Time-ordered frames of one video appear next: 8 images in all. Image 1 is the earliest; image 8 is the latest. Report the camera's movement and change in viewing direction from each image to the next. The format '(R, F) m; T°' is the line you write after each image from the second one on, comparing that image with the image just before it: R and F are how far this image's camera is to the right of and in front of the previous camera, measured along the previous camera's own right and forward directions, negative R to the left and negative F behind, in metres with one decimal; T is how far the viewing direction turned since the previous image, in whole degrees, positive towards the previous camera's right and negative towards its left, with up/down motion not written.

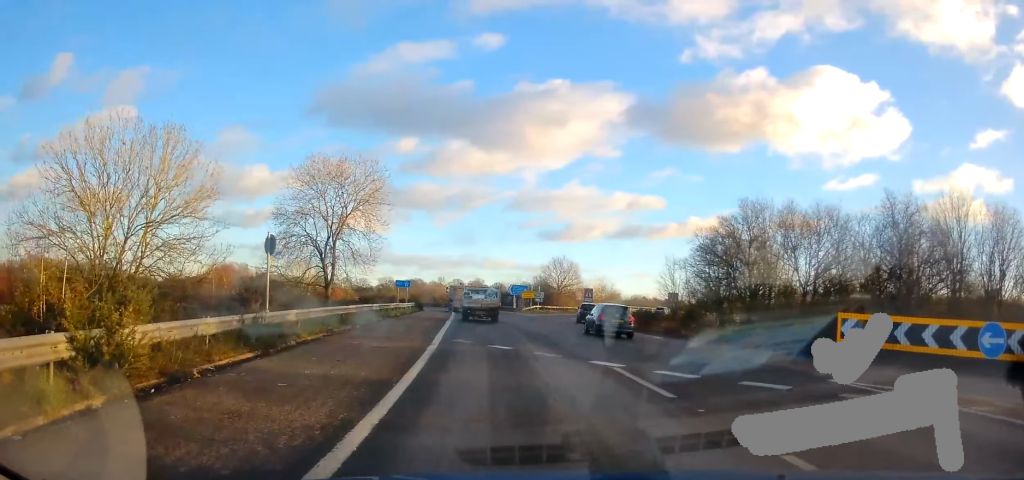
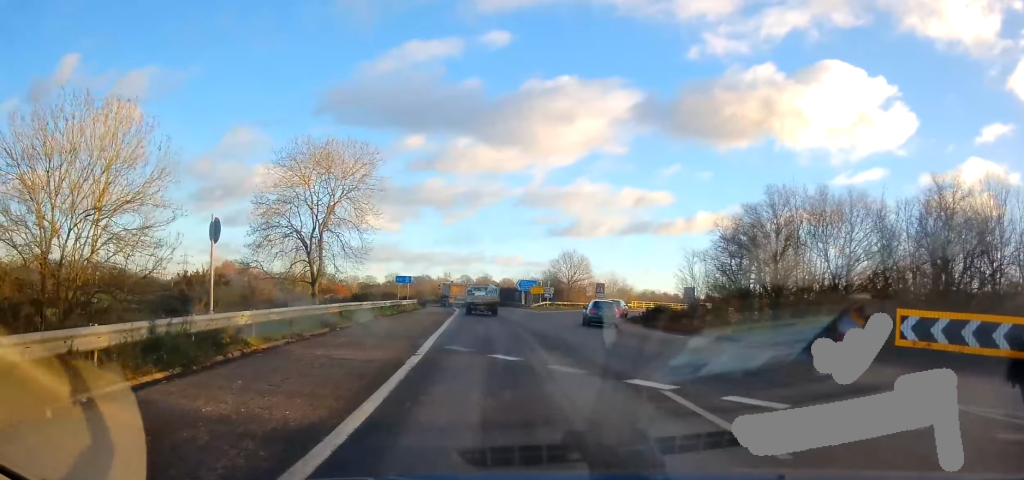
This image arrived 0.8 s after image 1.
(0.0, +3.0) m; 0°
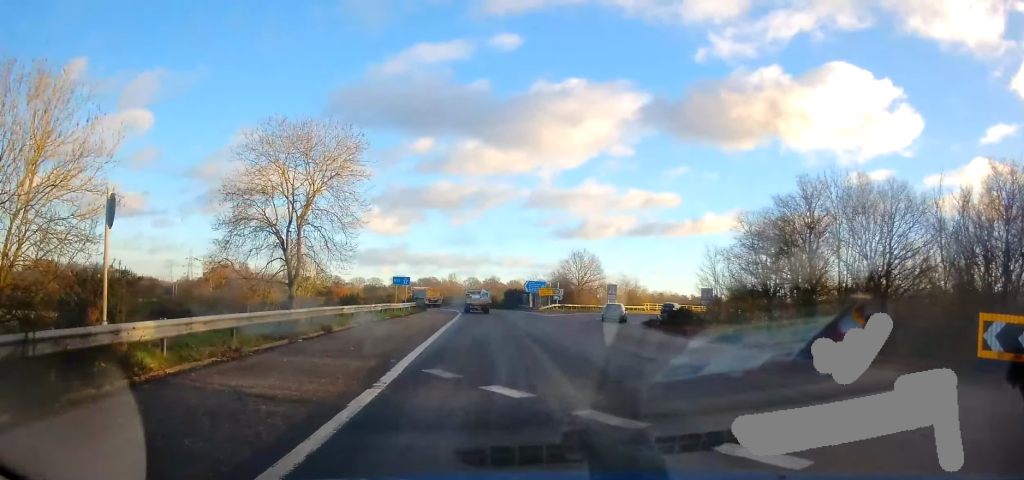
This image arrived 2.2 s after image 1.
(-0.1, +3.2) m; +1°
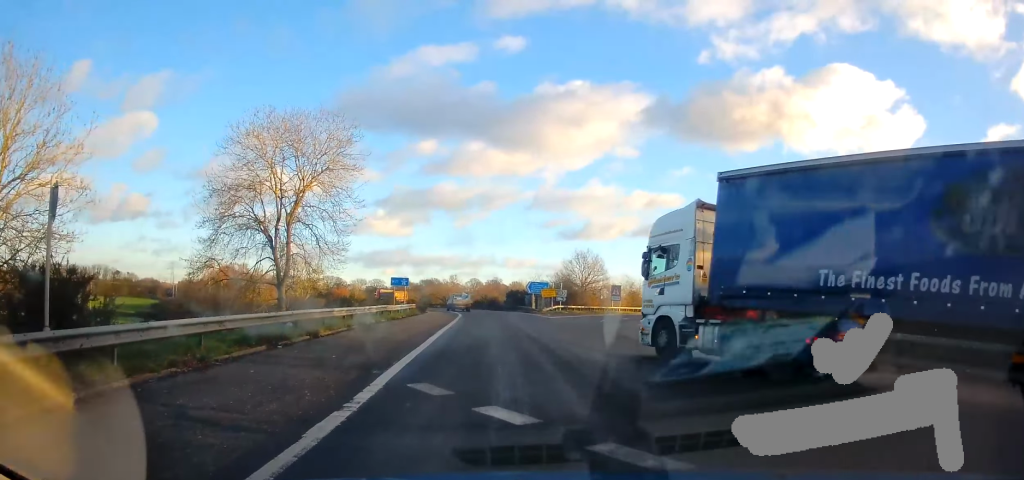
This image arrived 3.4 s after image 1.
(+0.2, +1.4) m; 0°
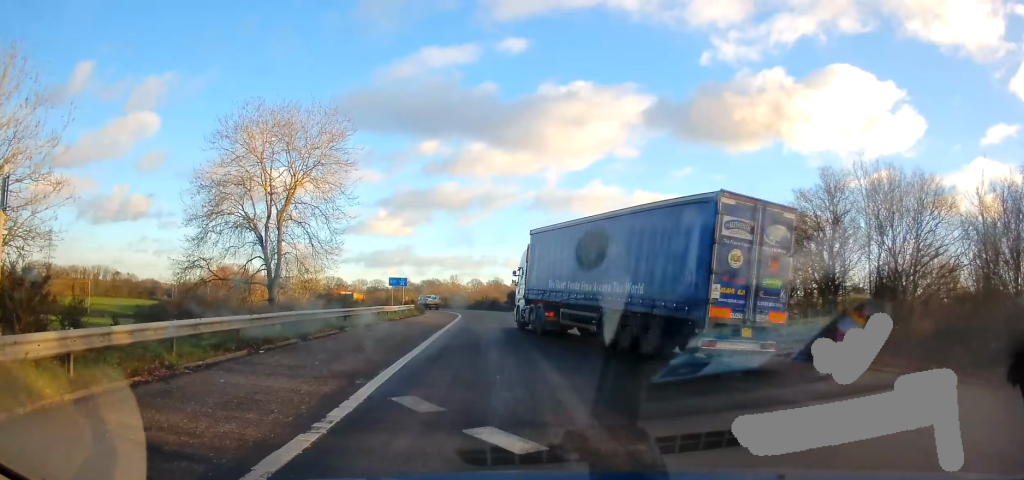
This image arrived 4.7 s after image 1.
(+0.2, +0.9) m; 0°
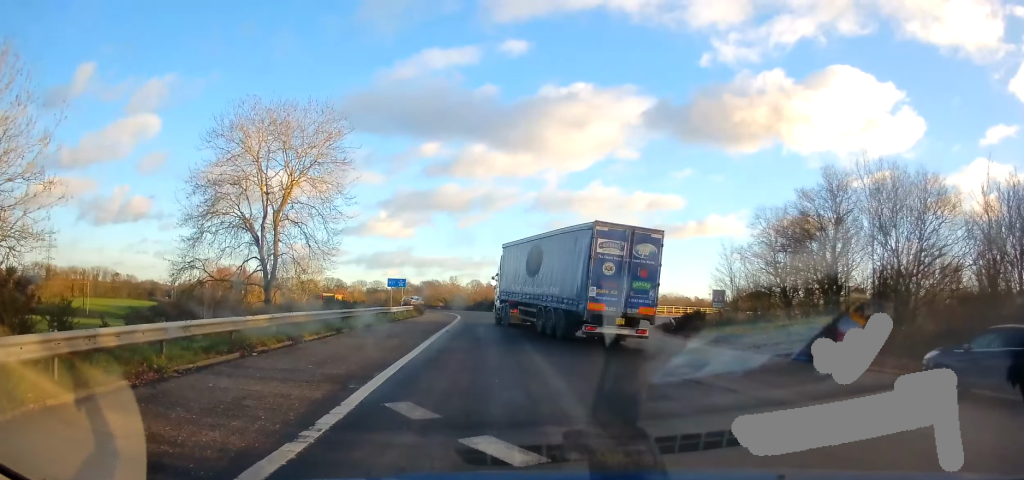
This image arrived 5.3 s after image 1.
(0.0, +0.1) m; 0°
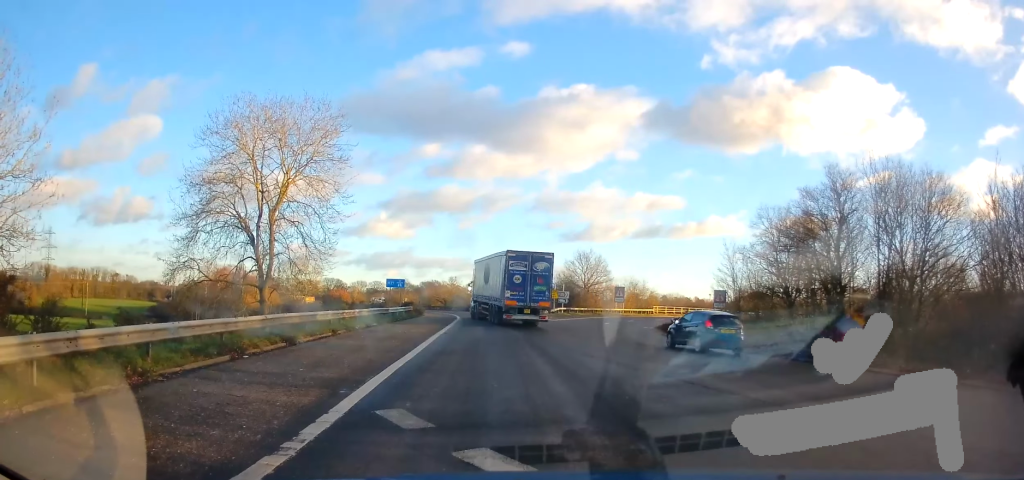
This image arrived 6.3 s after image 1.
(0.0, +0.1) m; 0°
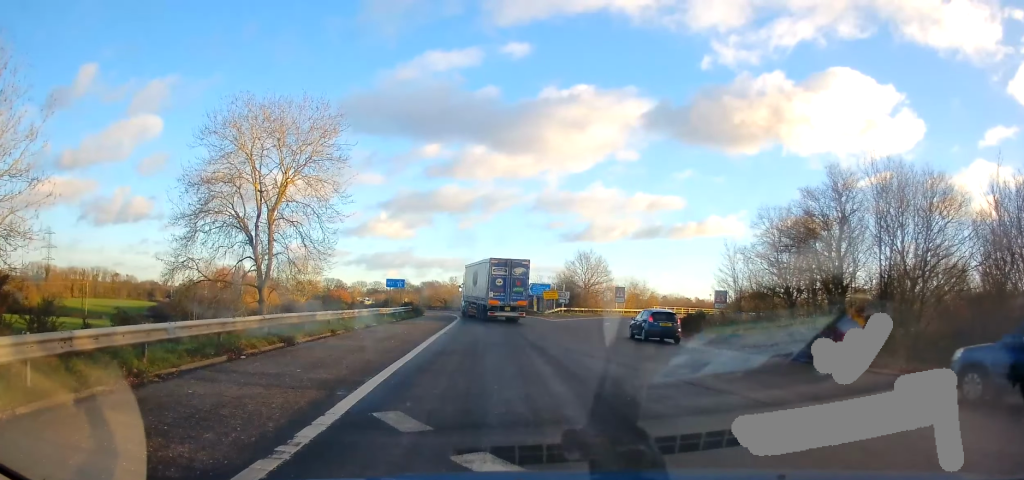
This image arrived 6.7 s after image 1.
(0.0, 0.0) m; 0°
